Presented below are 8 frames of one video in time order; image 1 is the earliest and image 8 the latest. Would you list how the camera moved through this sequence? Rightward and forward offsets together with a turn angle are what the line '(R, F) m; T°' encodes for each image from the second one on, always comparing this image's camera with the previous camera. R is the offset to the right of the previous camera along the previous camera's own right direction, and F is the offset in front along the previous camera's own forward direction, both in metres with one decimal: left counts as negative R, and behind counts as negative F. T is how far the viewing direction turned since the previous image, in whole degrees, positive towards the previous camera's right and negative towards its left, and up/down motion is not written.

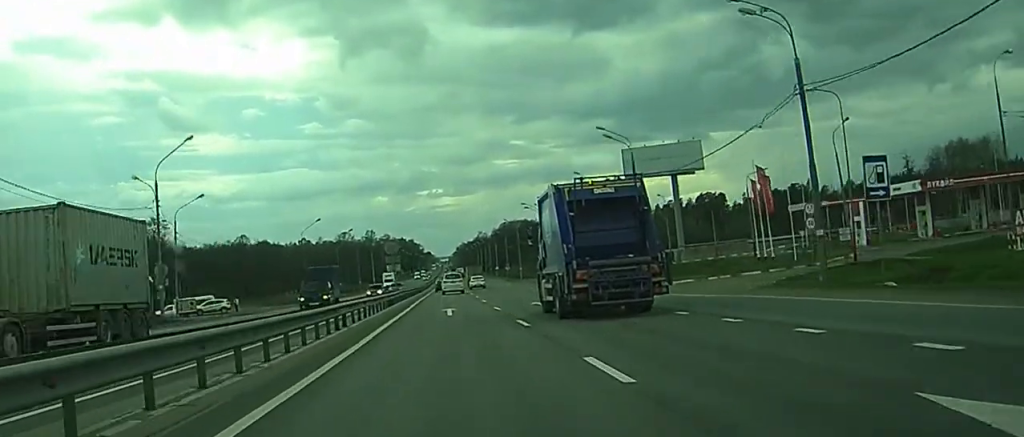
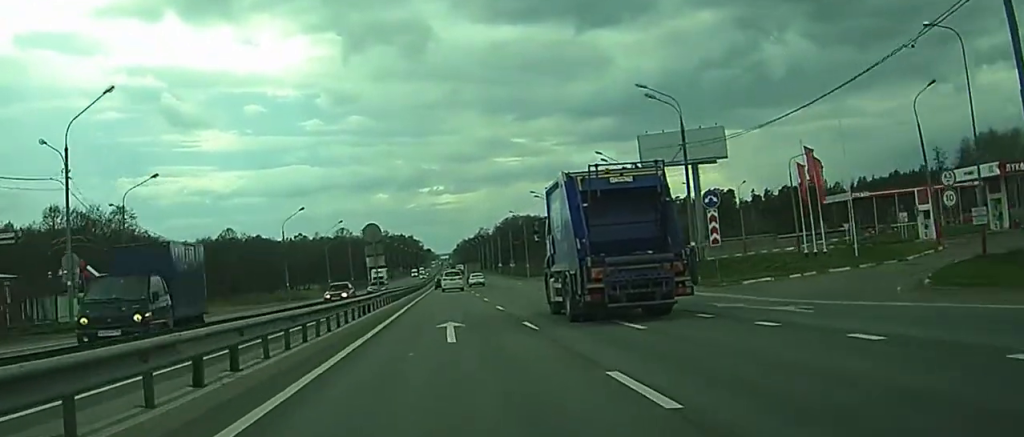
(-0.1, +14.2) m; 0°
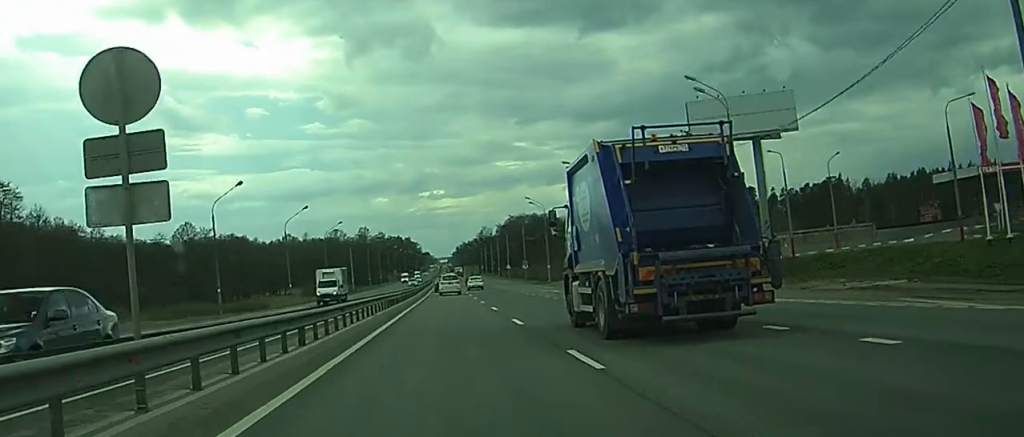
(+0.1, +32.7) m; 0°
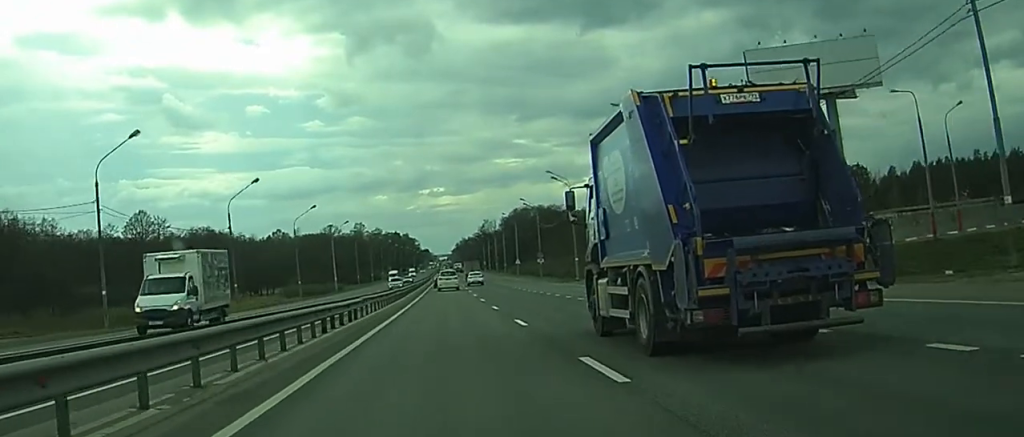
(-0.2, +26.1) m; 0°
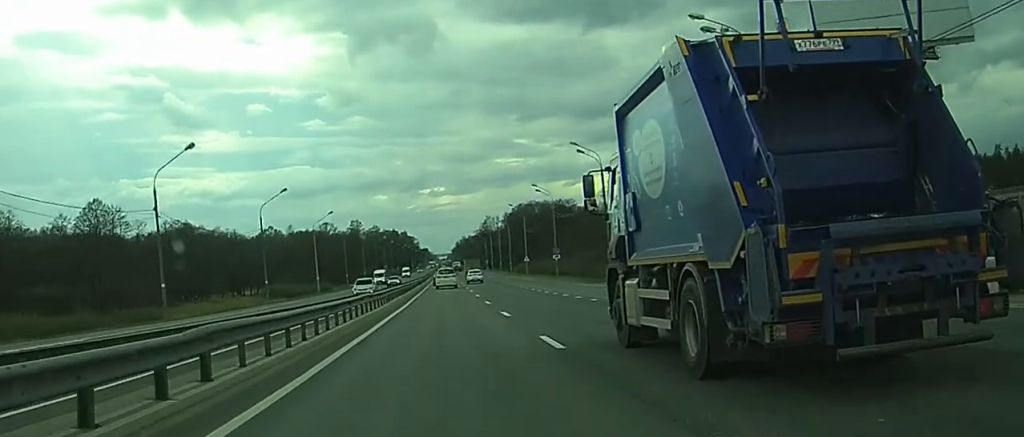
(0.0, +19.5) m; 0°
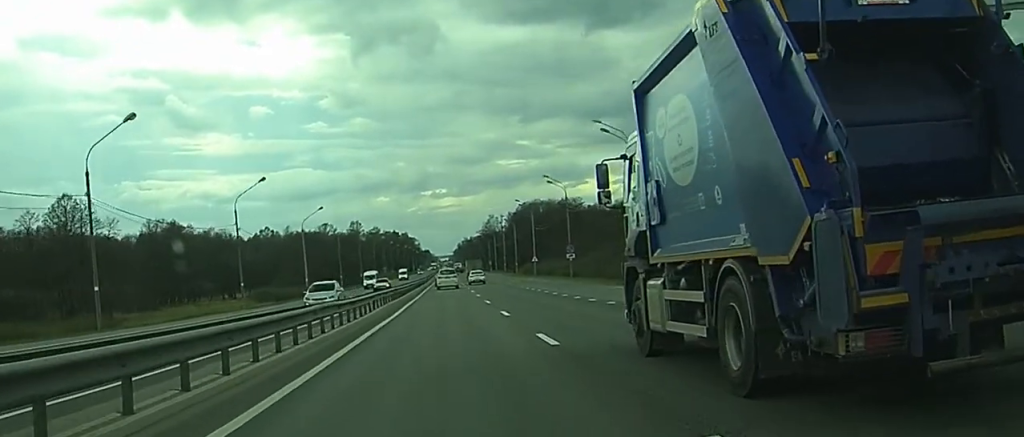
(0.0, +11.3) m; 0°
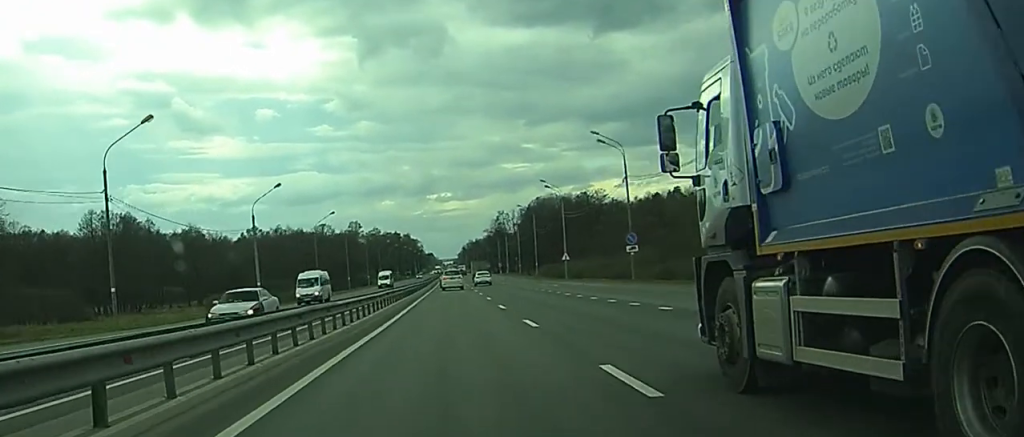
(+0.1, +31.1) m; +1°
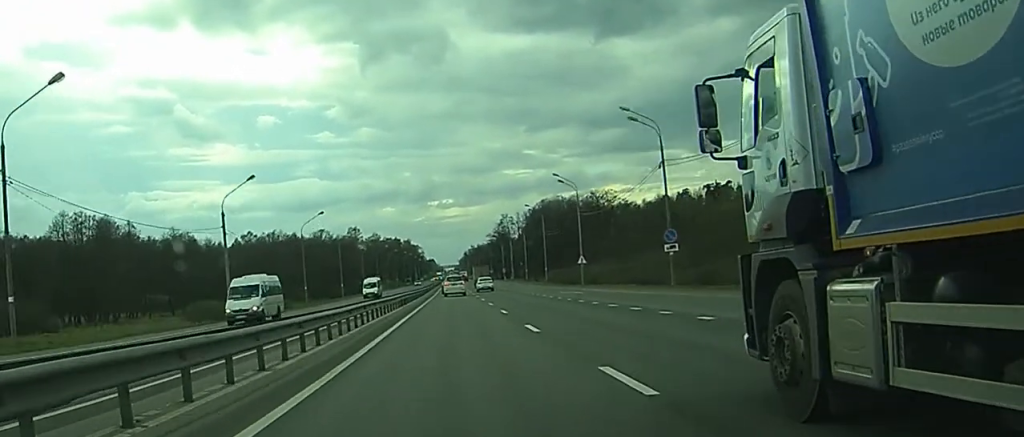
(0.0, +11.4) m; 0°
